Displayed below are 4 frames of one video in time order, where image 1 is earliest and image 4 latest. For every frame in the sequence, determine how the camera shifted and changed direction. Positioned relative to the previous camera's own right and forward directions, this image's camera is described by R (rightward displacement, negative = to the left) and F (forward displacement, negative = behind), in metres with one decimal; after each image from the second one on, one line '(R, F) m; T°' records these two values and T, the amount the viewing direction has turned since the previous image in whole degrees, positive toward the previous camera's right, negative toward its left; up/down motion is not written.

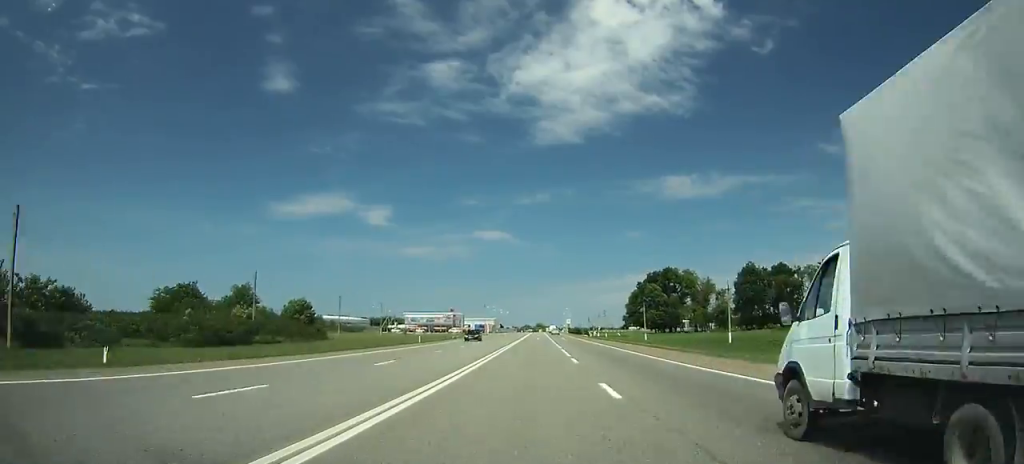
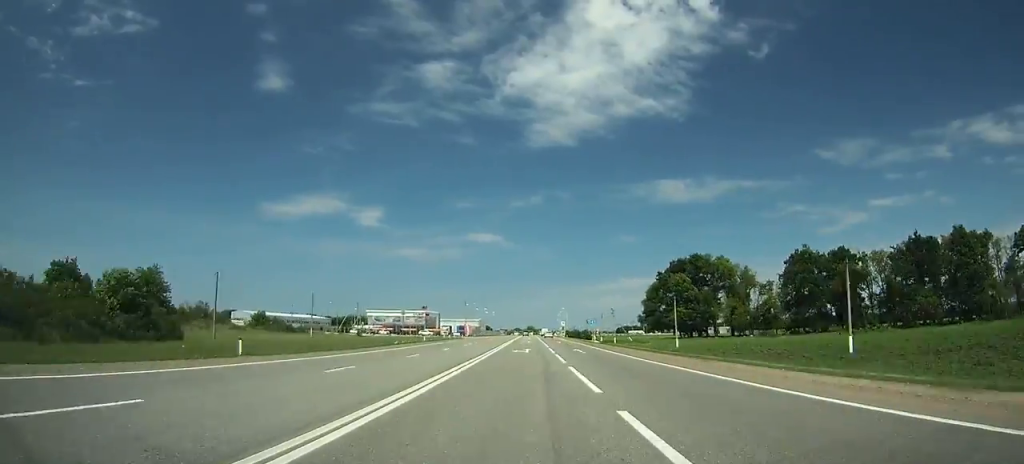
(-0.2, +40.5) m; 0°
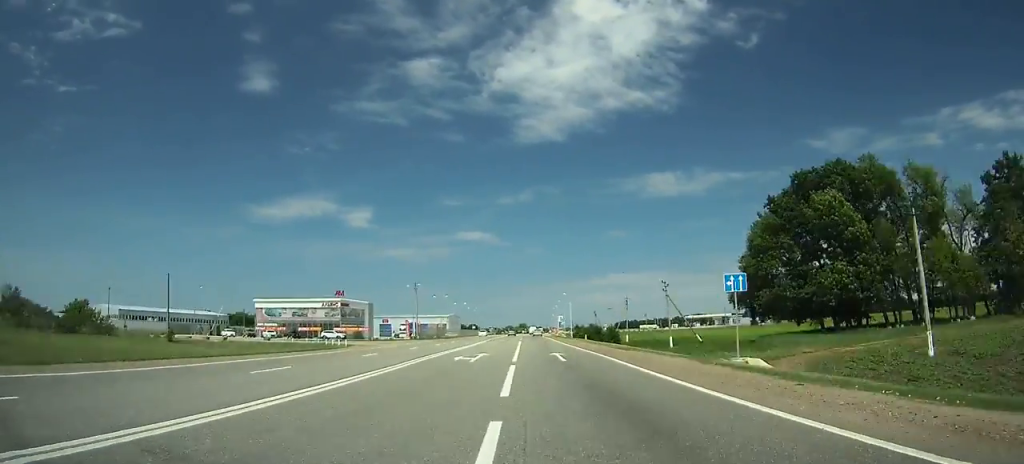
(+0.8, +70.5) m; 0°
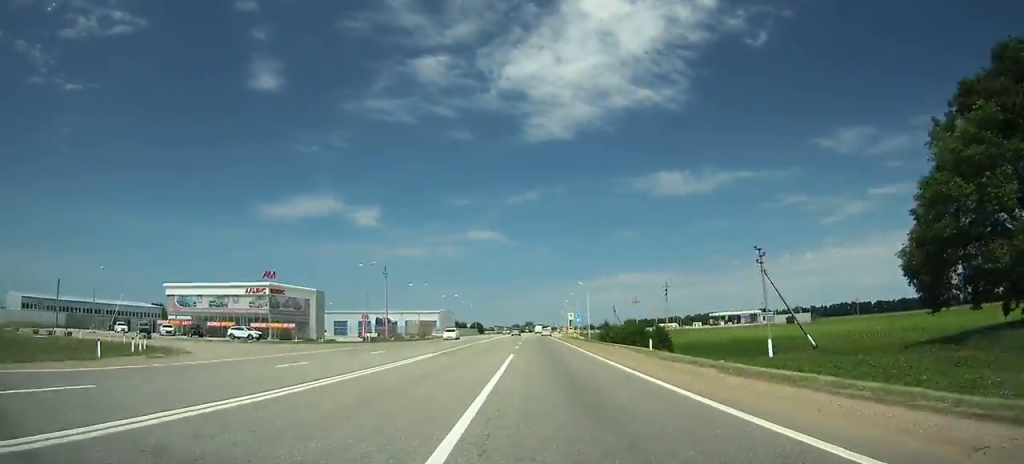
(-0.2, +32.5) m; 0°
